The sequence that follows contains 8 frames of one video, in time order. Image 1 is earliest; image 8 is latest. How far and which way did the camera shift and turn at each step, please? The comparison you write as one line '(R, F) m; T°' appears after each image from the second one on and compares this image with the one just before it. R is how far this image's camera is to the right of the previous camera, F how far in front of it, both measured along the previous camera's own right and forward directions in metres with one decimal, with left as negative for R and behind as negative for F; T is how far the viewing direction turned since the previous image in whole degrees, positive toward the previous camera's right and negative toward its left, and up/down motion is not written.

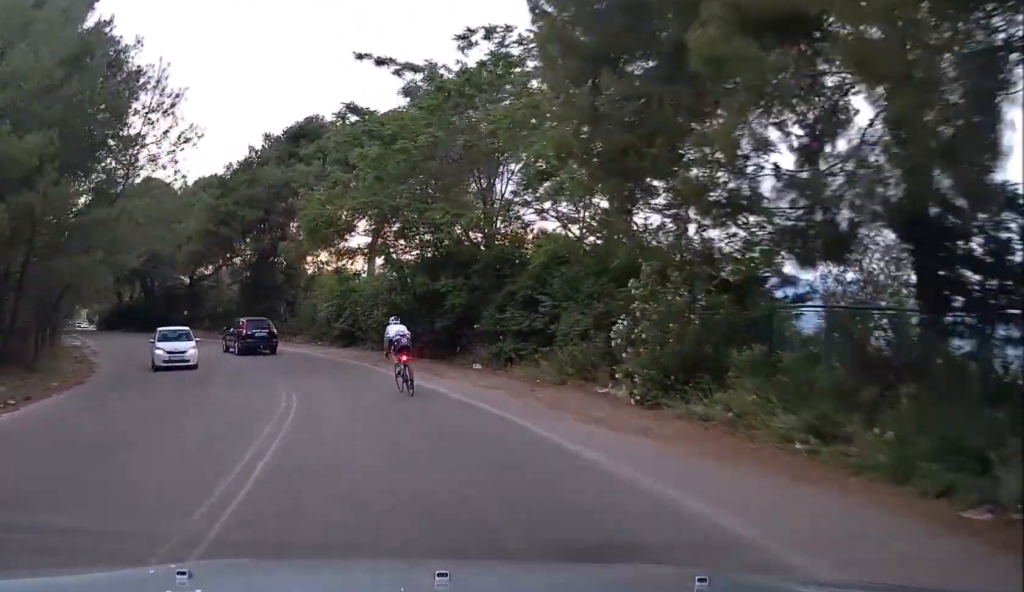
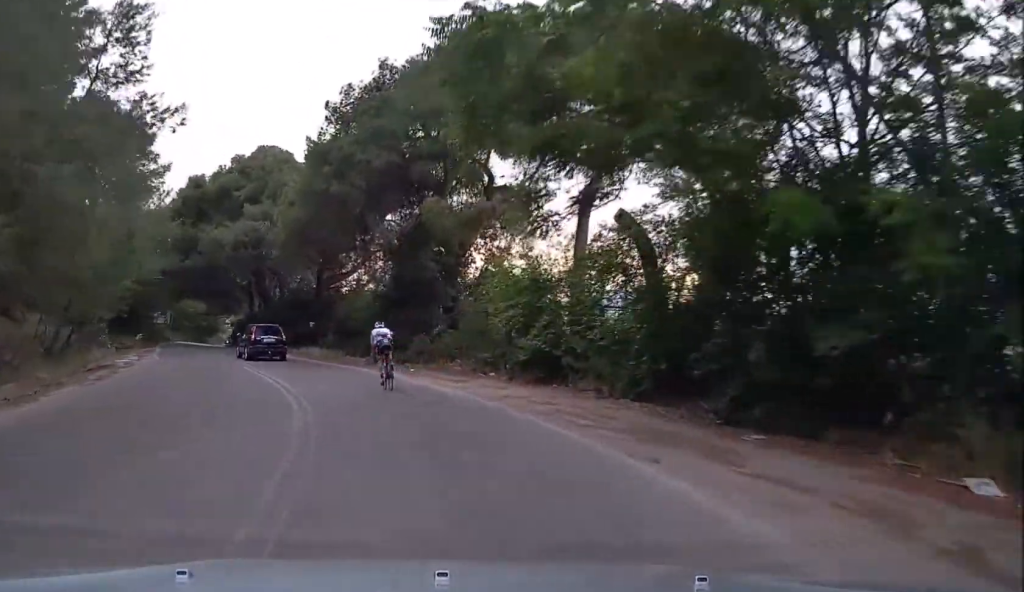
(-2.6, +17.2) m; -16°
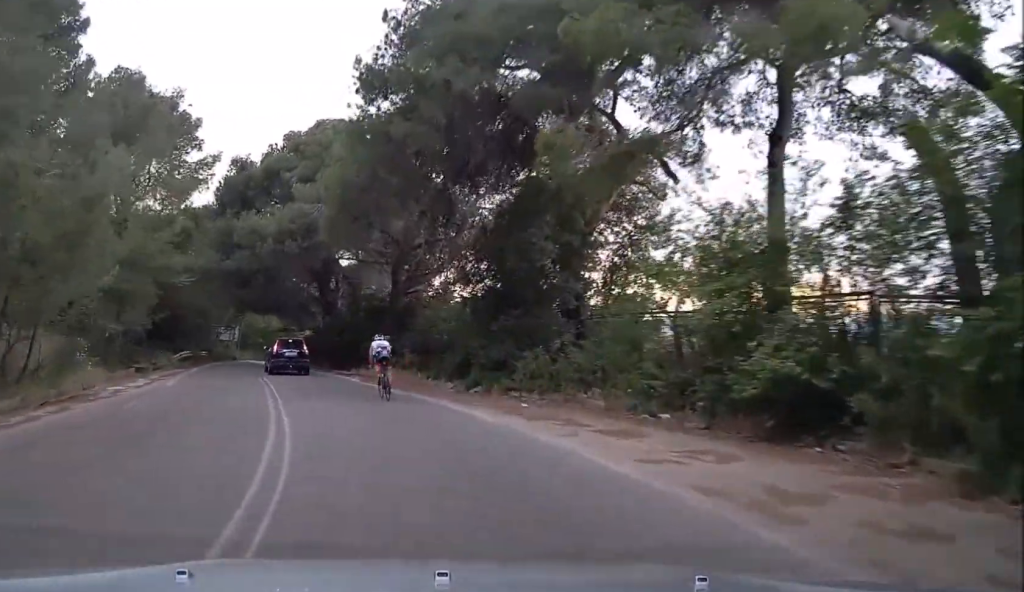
(-0.6, +9.8) m; -7°
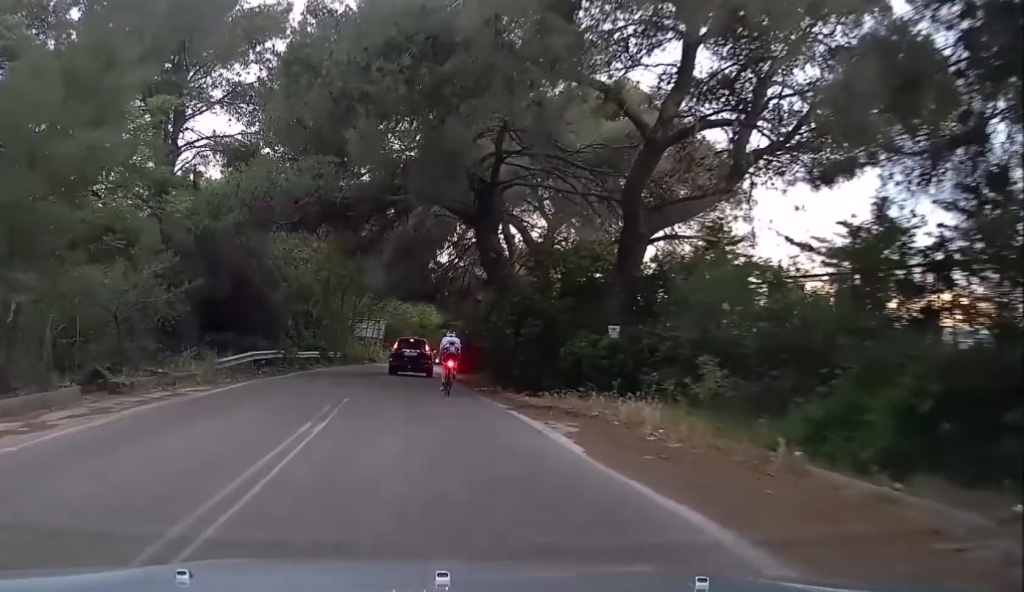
(-2.0, +18.4) m; -9°
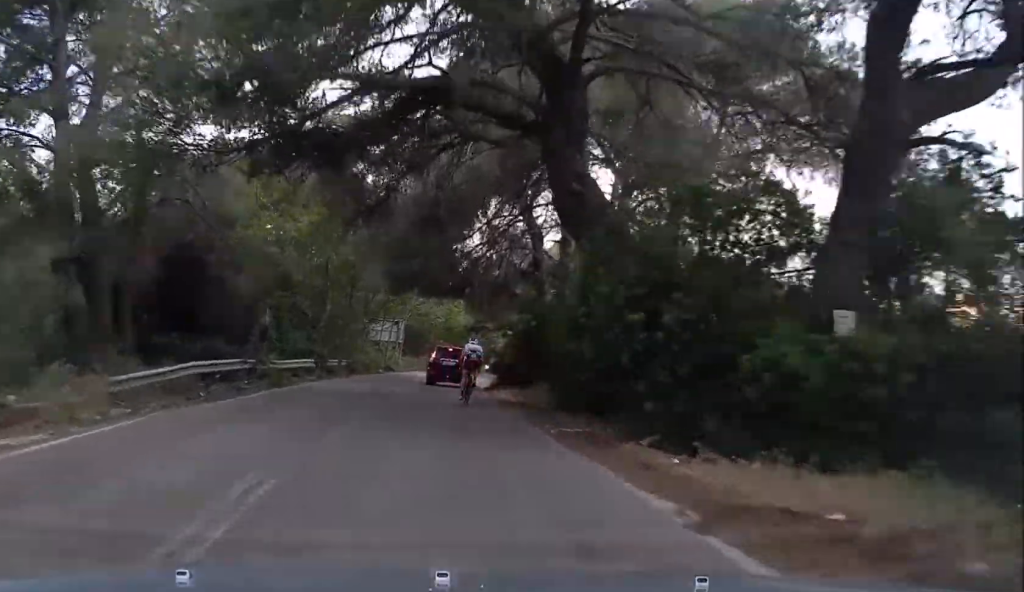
(0.0, +9.4) m; 0°
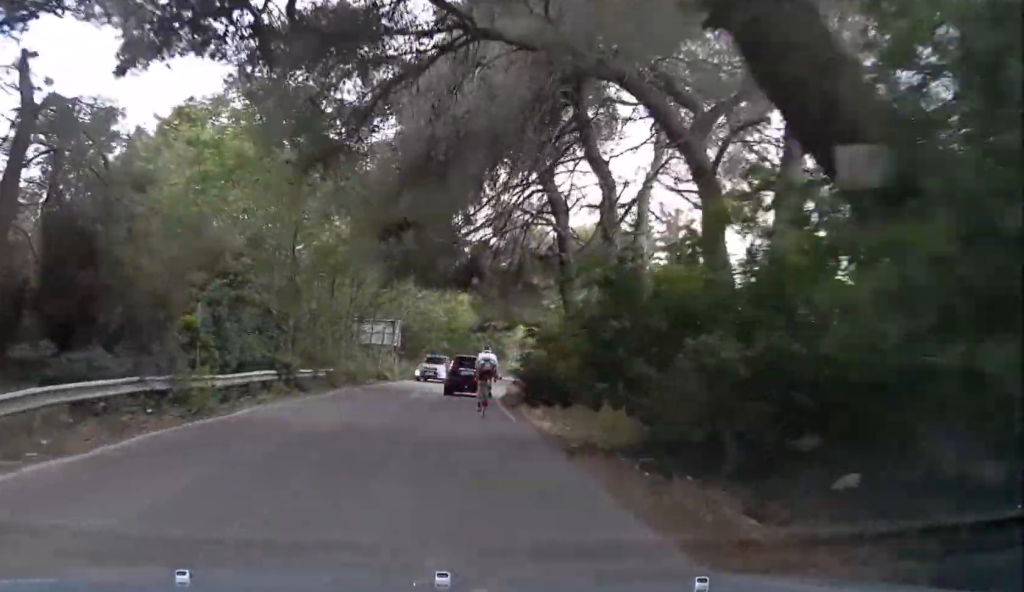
(0.0, +7.6) m; -1°
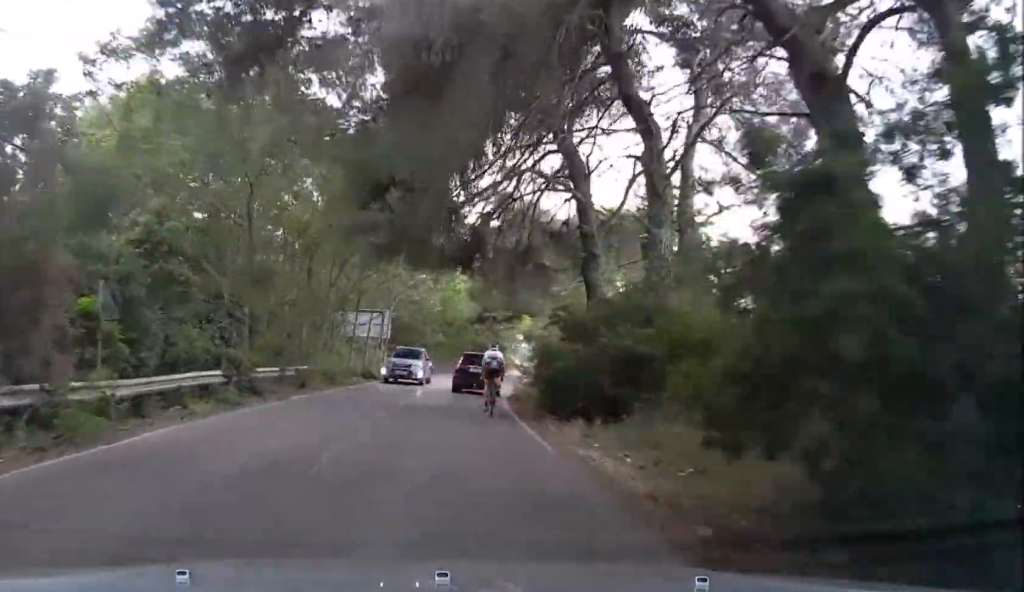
(+0.1, +5.2) m; -1°
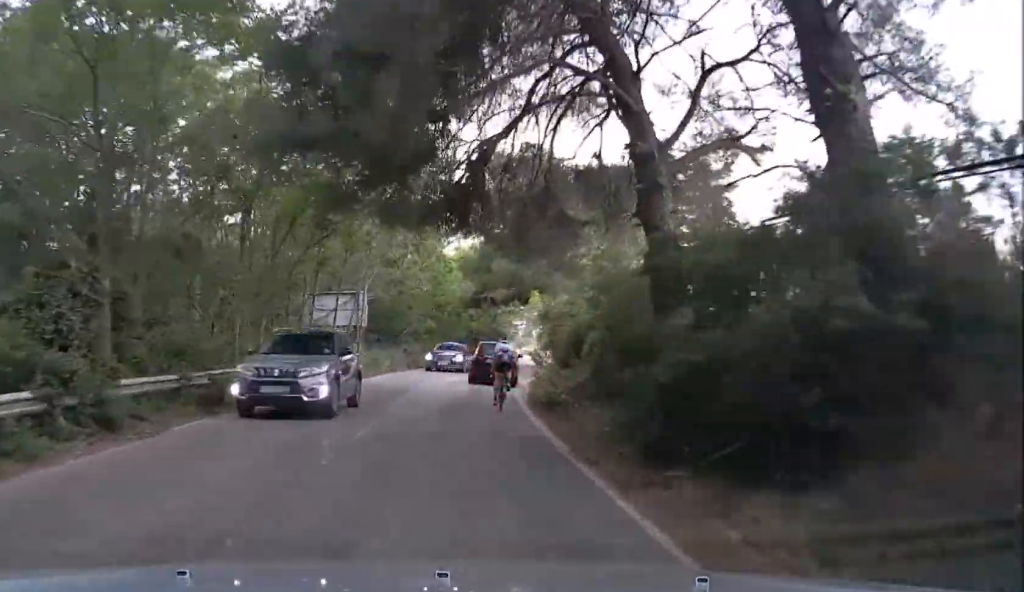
(-0.2, +7.9) m; -2°
